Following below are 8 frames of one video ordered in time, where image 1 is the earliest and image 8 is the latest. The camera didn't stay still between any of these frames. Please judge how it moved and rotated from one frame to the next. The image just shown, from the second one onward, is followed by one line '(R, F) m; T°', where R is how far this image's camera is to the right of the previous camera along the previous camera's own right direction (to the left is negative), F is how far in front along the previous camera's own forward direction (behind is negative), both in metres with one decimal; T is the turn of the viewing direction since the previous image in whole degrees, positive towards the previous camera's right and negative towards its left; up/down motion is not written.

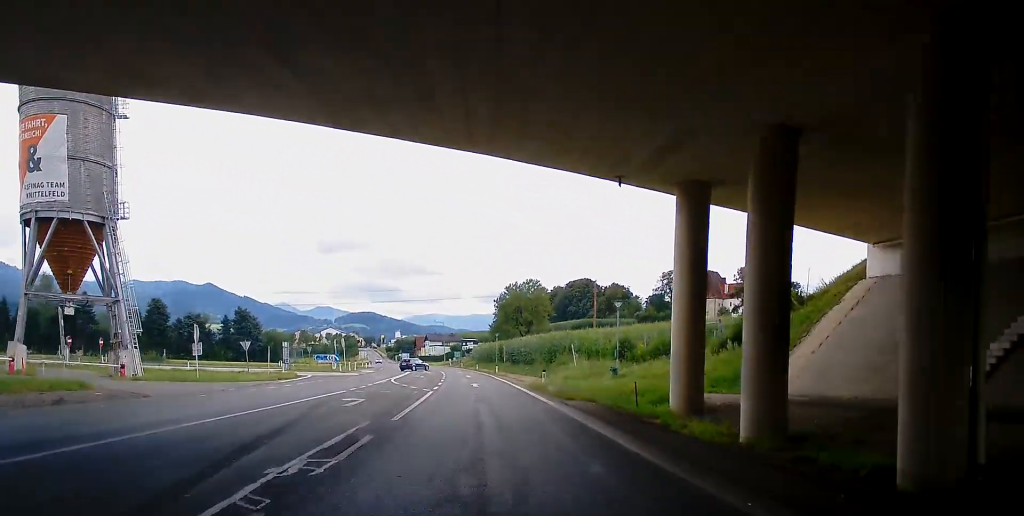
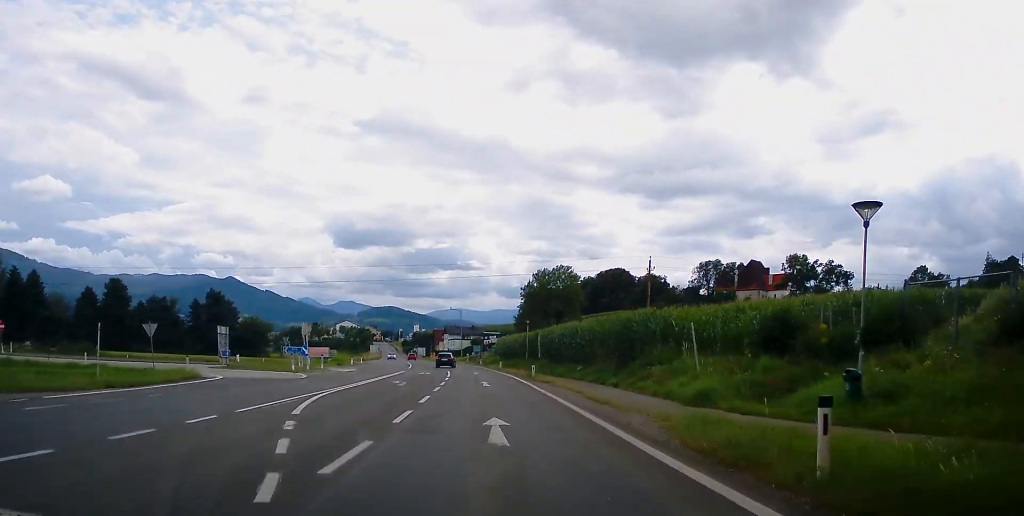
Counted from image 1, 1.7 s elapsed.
(-0.2, +24.4) m; -1°
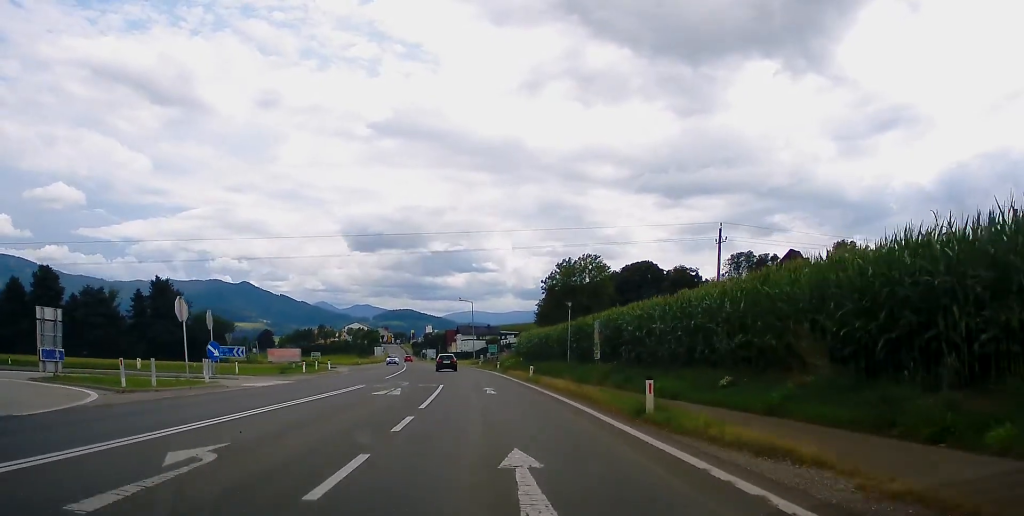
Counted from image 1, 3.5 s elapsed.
(-0.6, +25.1) m; -2°
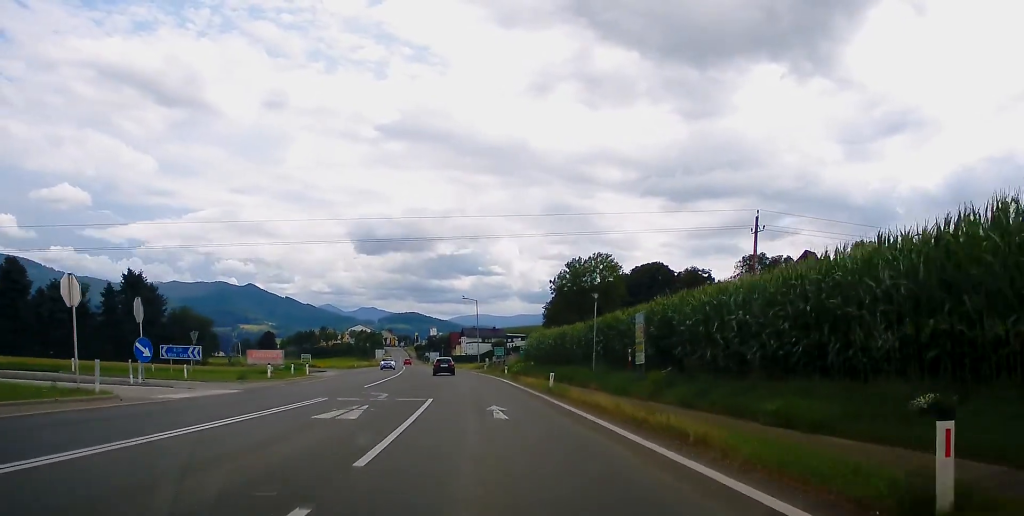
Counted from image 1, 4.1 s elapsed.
(0.0, +9.3) m; 0°
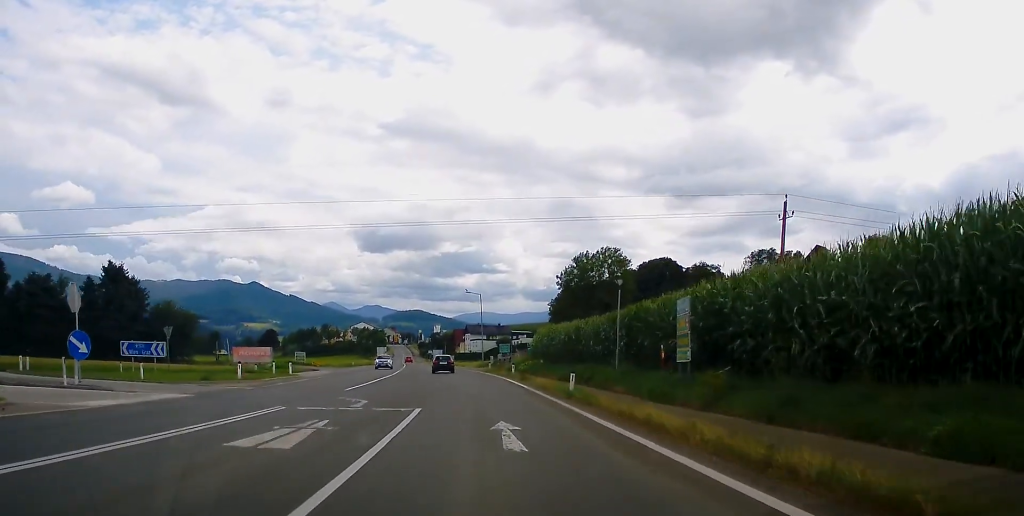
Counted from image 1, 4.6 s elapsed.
(0.0, +5.7) m; 0°
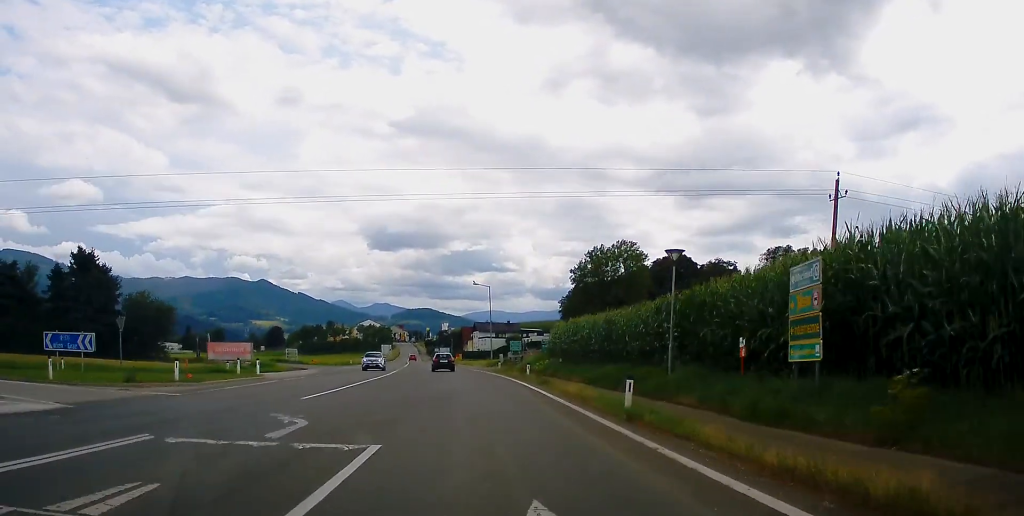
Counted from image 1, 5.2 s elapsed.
(0.0, +8.3) m; -1°
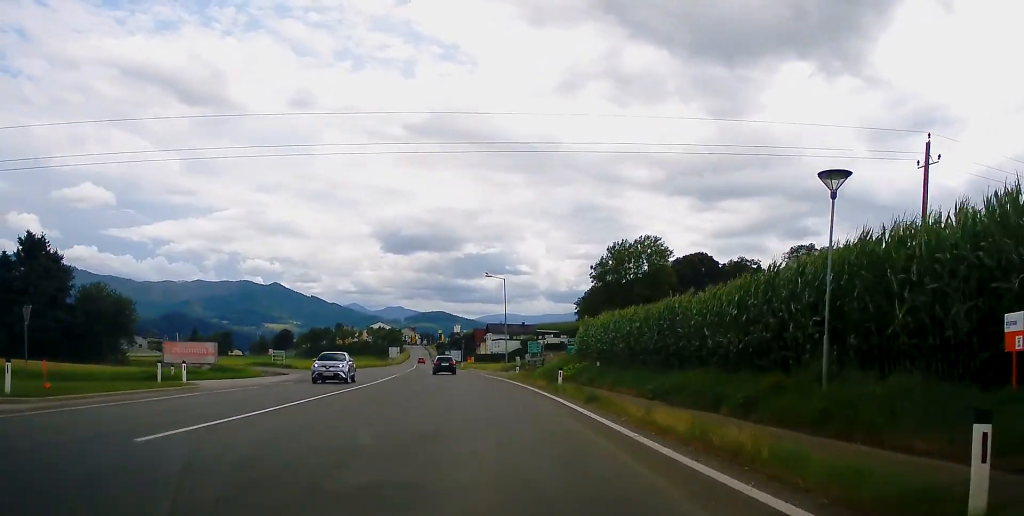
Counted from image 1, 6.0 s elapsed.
(-0.2, +11.5) m; -1°
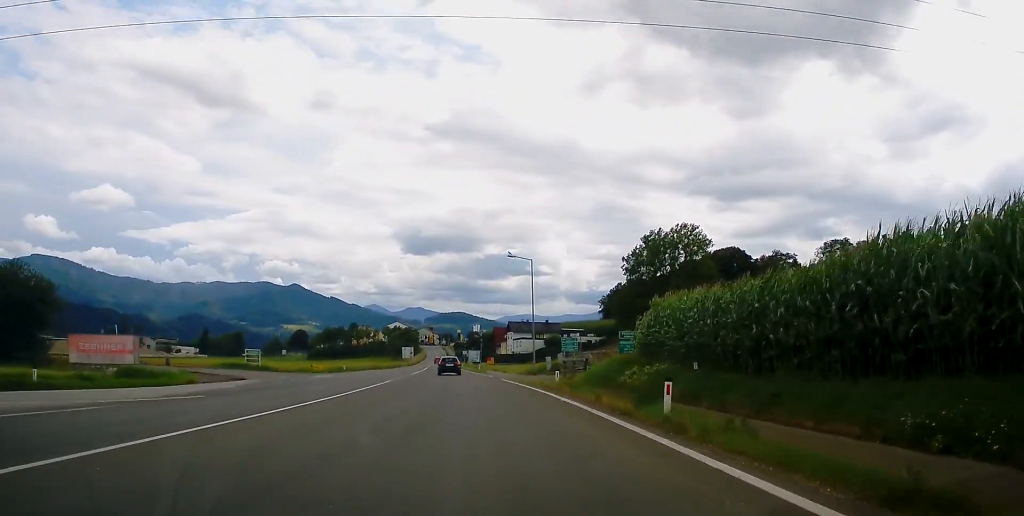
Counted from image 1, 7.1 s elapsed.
(-0.1, +15.2) m; -2°
